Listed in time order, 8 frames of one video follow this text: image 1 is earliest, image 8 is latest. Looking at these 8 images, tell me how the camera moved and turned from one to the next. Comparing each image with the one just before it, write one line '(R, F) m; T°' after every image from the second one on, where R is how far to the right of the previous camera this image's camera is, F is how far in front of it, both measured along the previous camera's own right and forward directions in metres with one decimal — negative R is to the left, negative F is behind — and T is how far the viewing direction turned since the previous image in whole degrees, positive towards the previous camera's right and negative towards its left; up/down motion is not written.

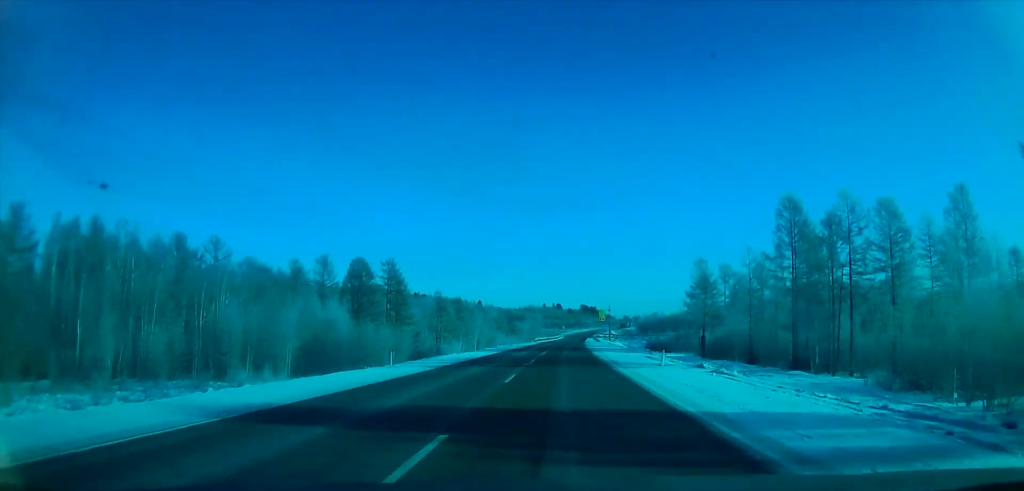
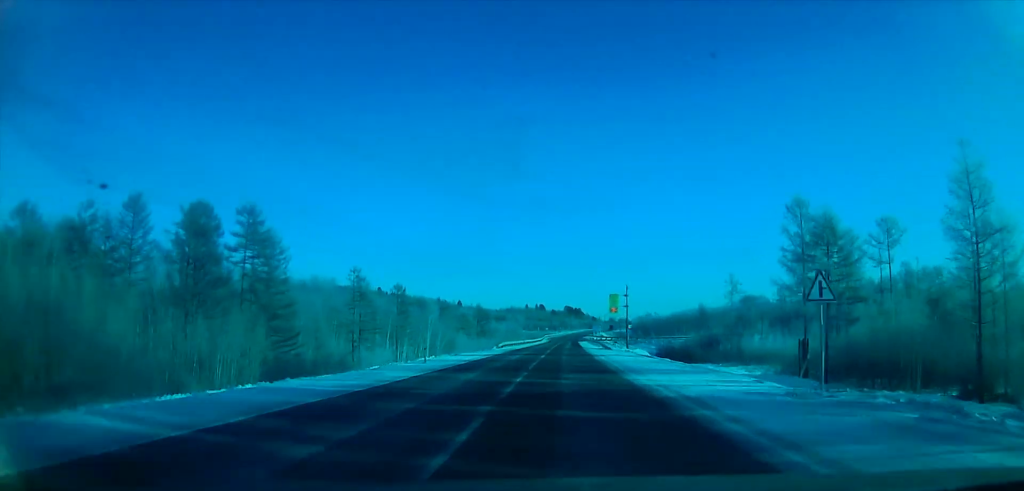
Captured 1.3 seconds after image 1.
(+0.1, +46.8) m; +2°
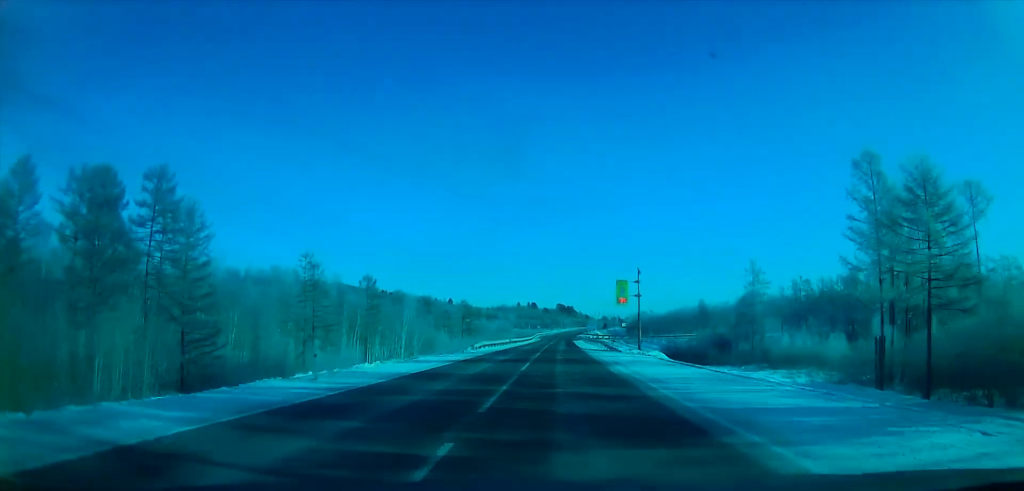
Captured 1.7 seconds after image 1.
(+0.1, +14.6) m; +1°
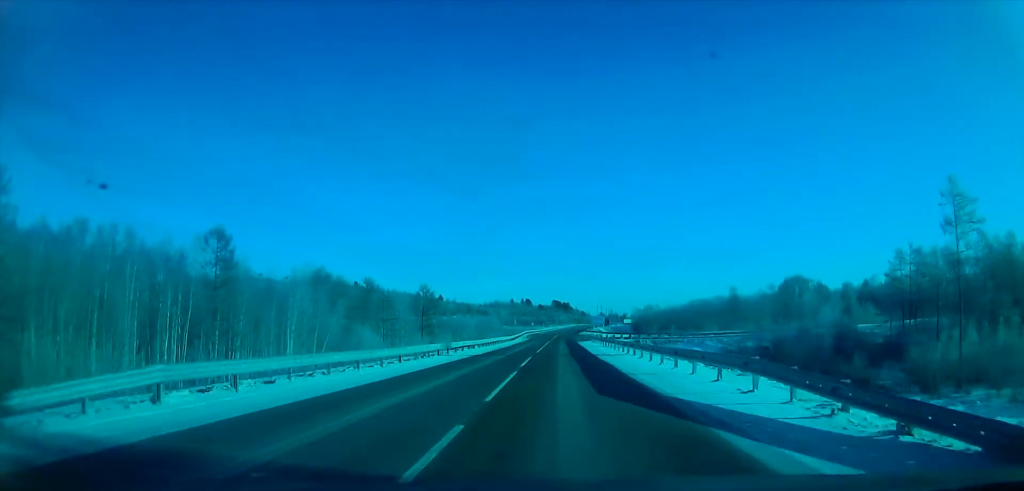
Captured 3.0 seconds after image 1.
(+1.1, +47.4) m; +2°
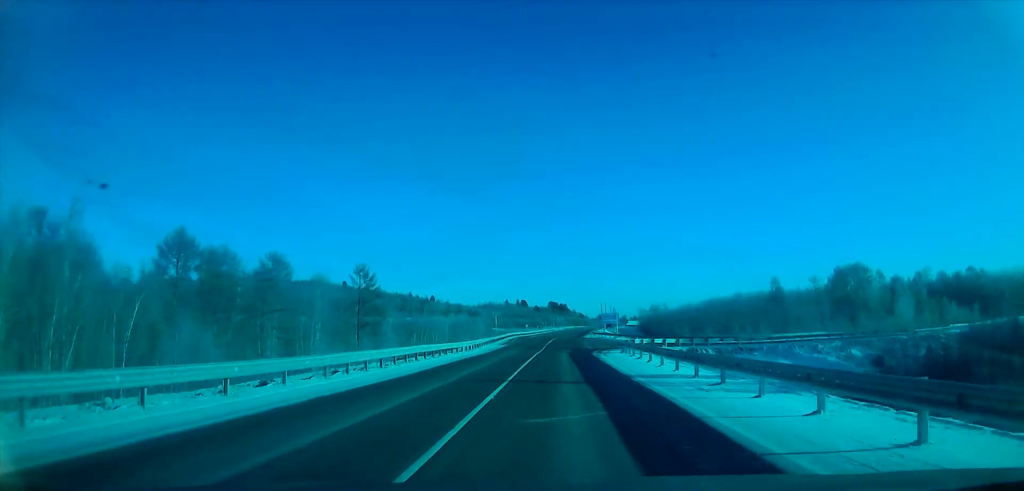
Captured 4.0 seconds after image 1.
(+0.4, +38.8) m; +1°
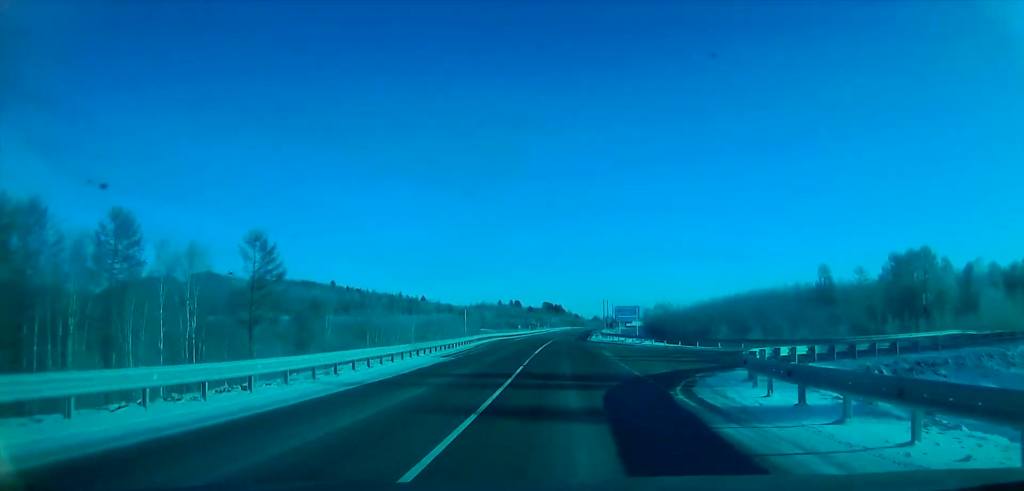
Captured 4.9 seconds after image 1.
(0.0, +31.2) m; 0°
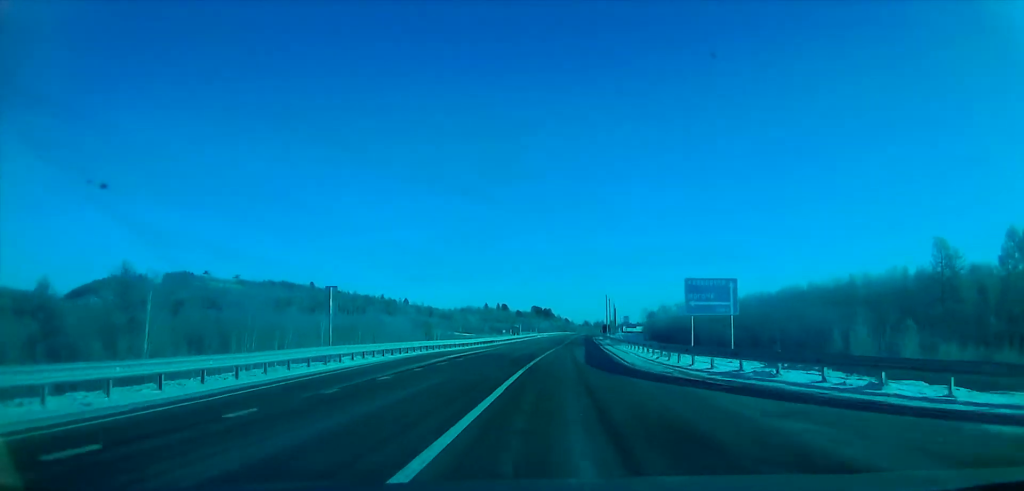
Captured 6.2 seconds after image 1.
(0.0, +43.7) m; 0°
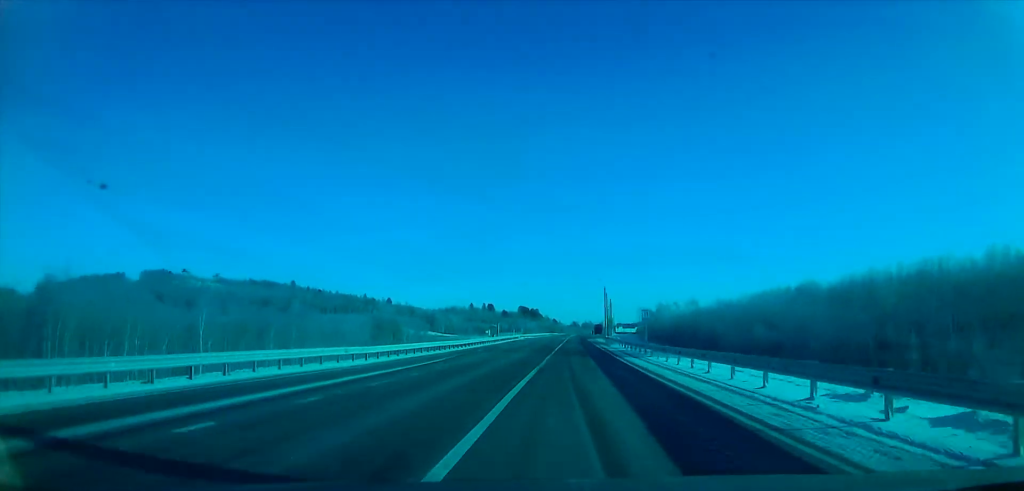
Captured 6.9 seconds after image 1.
(0.0, +26.5) m; 0°
